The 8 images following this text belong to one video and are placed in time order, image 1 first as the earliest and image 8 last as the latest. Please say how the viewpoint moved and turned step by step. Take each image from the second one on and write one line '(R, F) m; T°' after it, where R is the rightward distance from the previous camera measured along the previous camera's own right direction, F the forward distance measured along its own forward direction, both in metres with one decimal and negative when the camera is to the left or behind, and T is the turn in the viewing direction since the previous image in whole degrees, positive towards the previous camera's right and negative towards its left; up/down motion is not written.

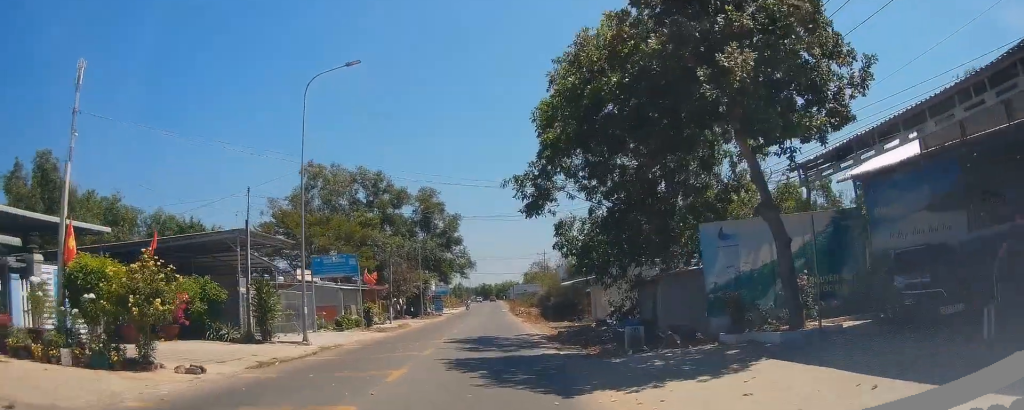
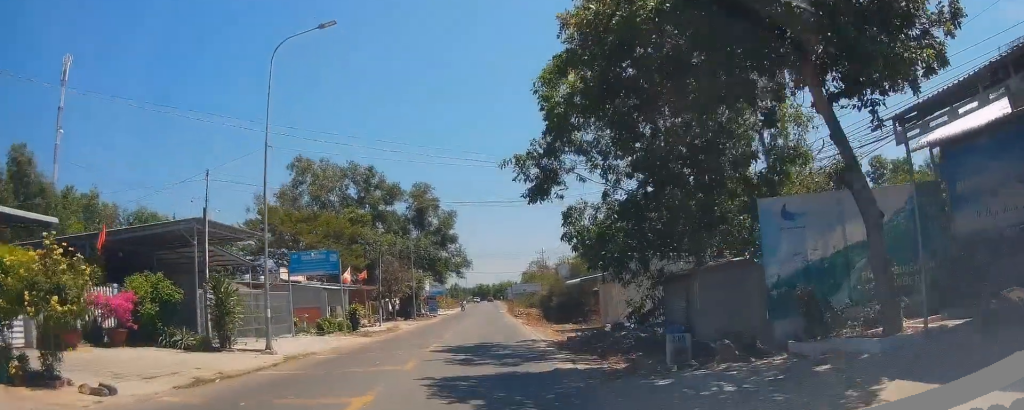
(0.0, +3.7) m; +1°
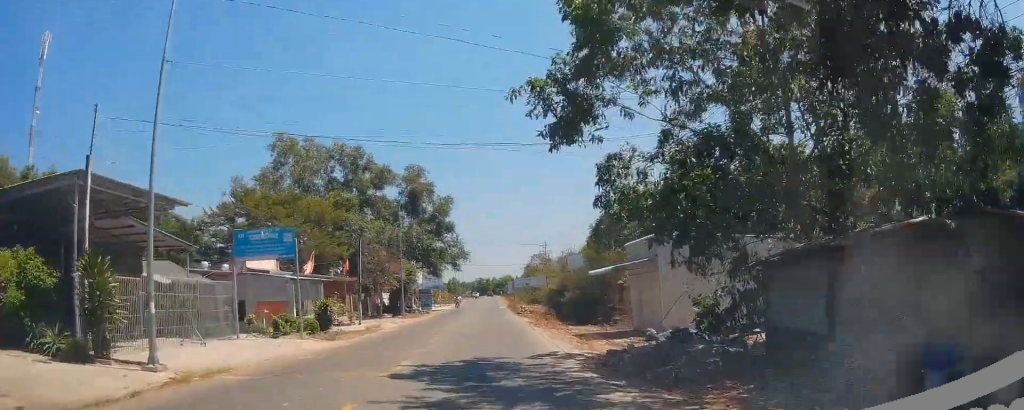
(0.0, +7.1) m; +1°
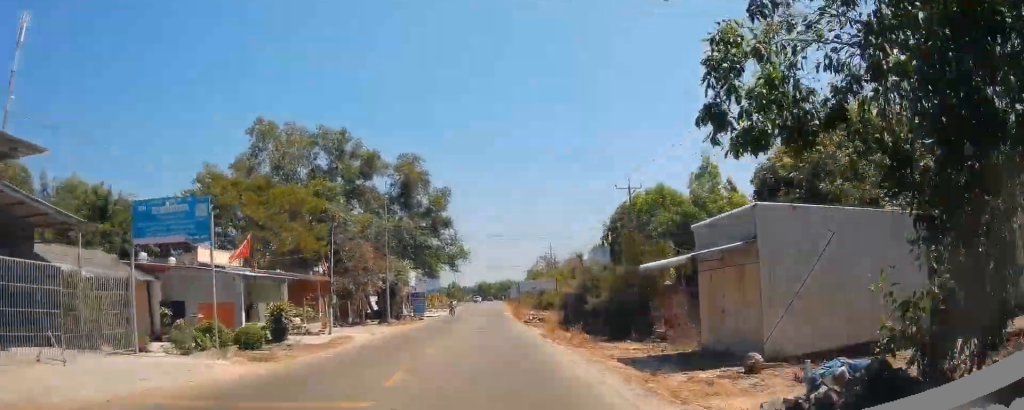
(+0.3, +8.1) m; -2°
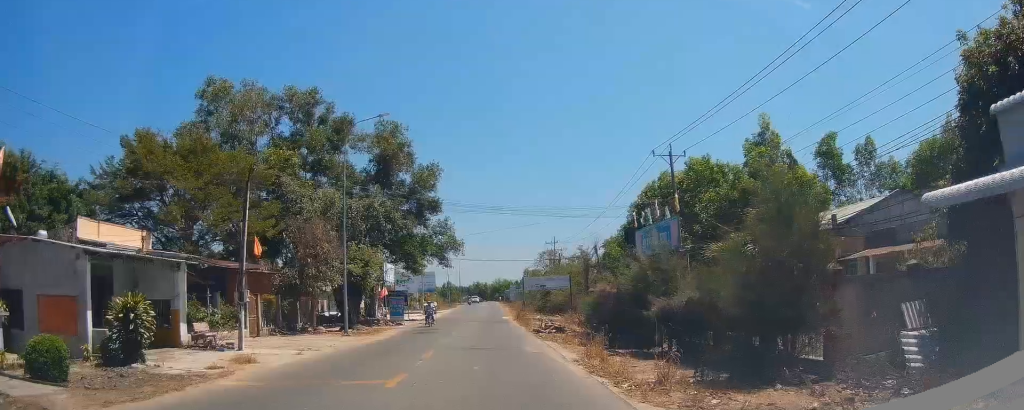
(-0.6, +11.9) m; +1°
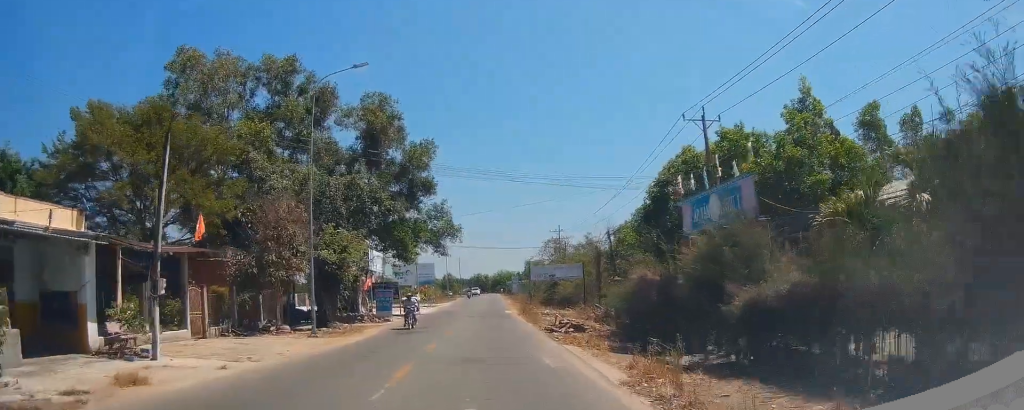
(+0.4, +6.0) m; +3°
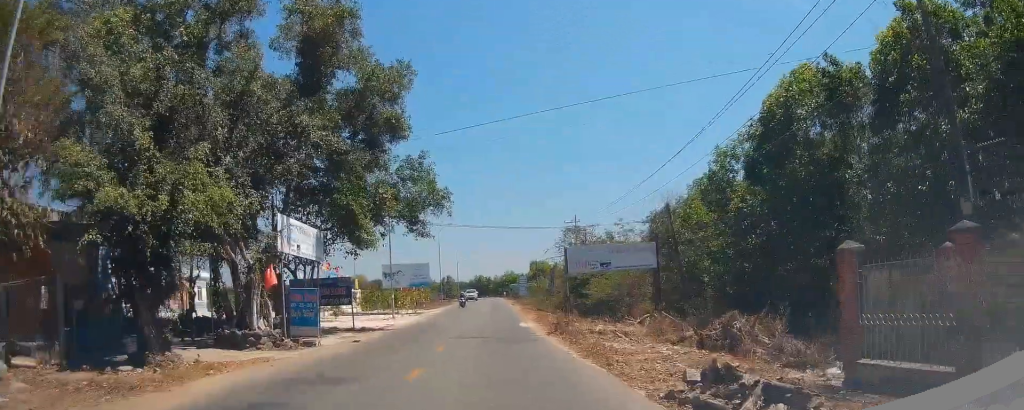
(+0.5, +18.1) m; +1°
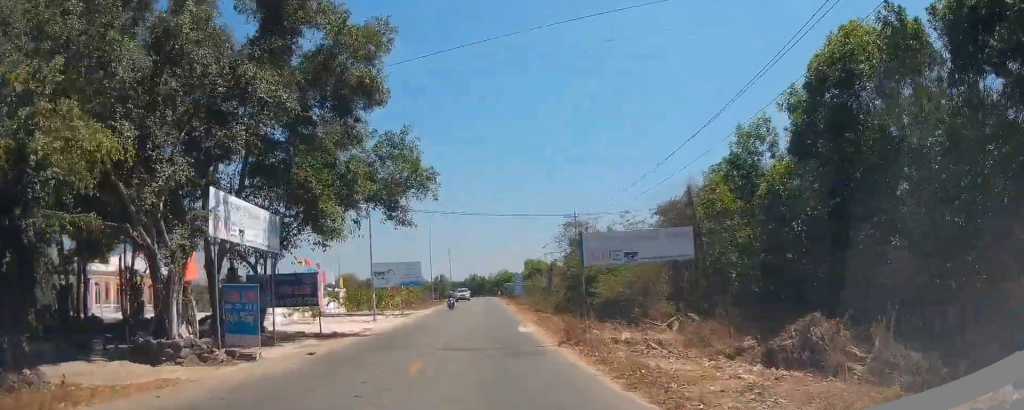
(+0.1, +5.4) m; -1°
